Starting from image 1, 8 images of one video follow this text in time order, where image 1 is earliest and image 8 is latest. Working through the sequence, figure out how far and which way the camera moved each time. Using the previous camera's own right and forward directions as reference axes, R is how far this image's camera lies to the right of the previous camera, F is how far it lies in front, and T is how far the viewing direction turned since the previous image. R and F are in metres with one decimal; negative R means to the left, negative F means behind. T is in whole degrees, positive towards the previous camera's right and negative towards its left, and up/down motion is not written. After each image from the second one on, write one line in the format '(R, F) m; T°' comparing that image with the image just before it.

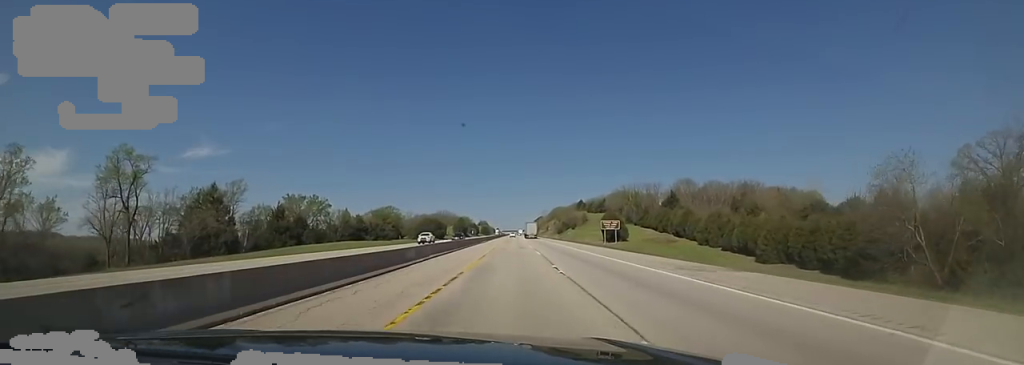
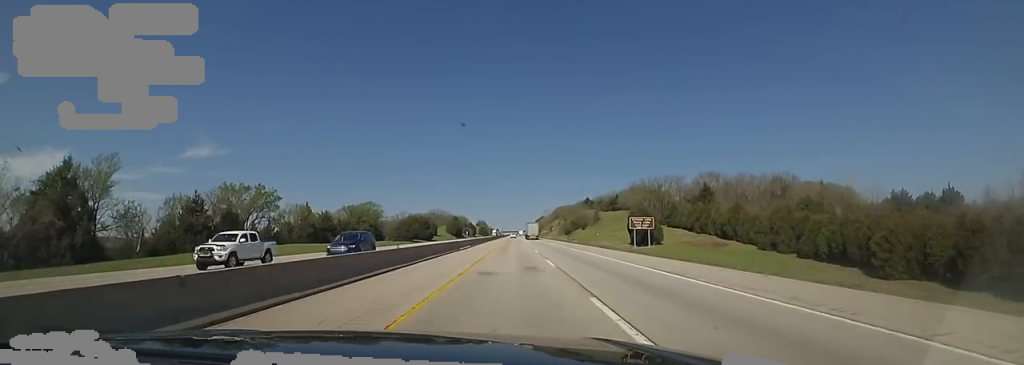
(0.0, +25.6) m; 0°
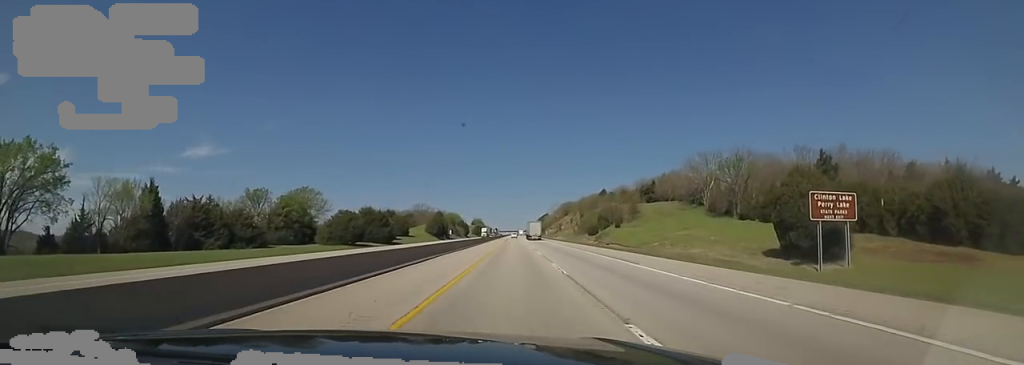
(+0.1, +48.9) m; +2°
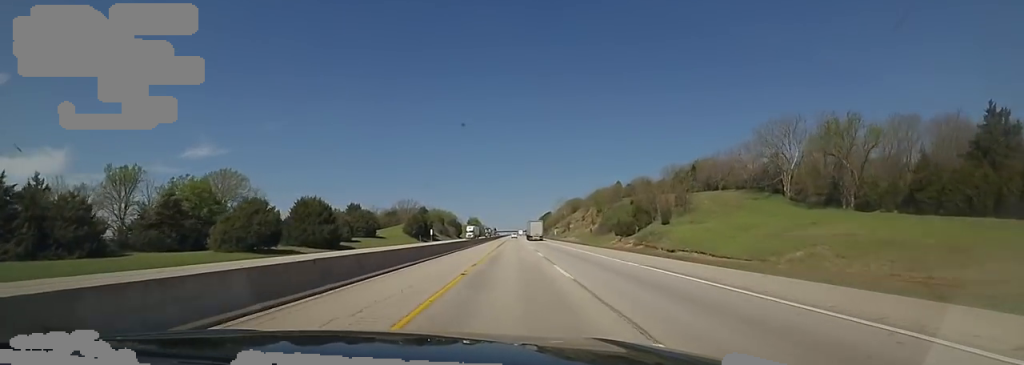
(+1.3, +31.6) m; 0°
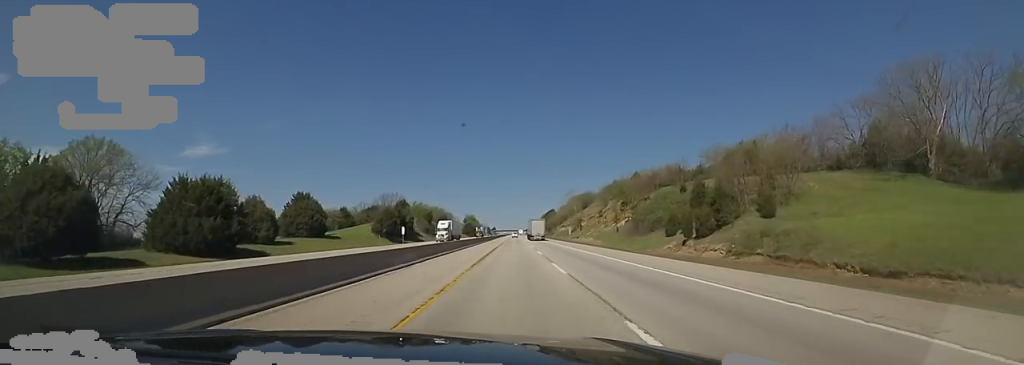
(-0.8, +27.8) m; -2°
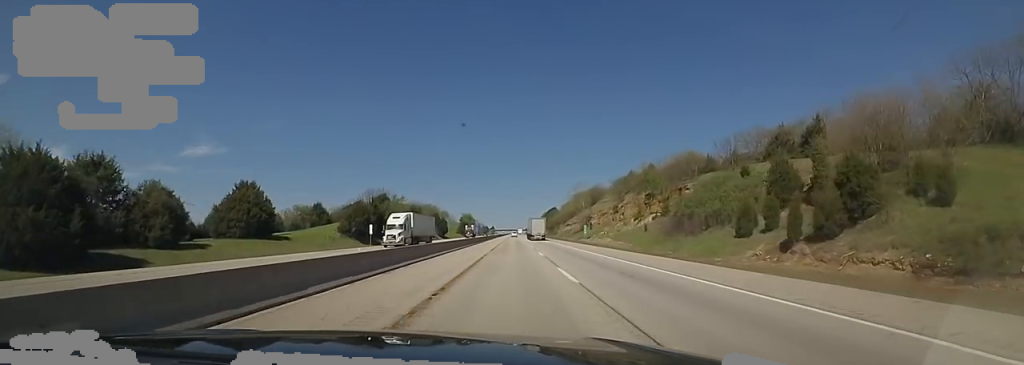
(-0.2, +18.1) m; -1°
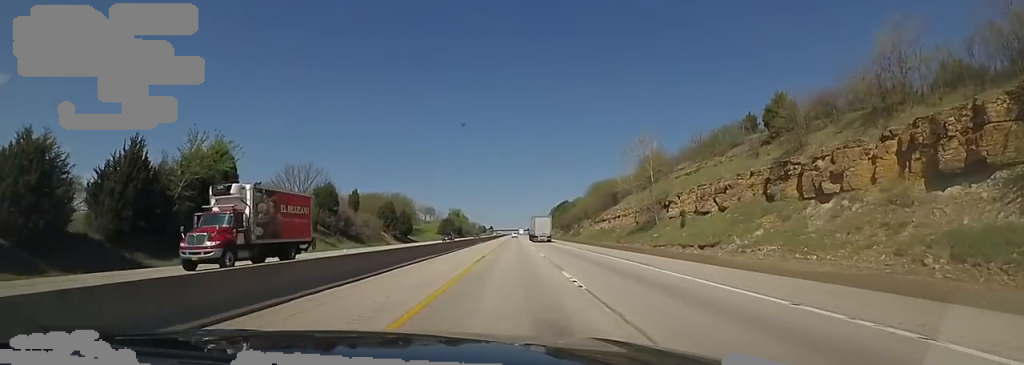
(0.0, +62.4) m; 0°
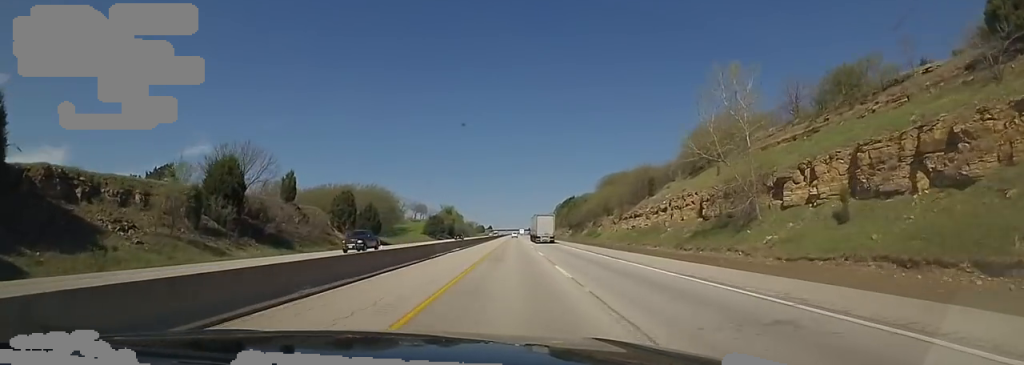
(0.0, +26.6) m; +2°
